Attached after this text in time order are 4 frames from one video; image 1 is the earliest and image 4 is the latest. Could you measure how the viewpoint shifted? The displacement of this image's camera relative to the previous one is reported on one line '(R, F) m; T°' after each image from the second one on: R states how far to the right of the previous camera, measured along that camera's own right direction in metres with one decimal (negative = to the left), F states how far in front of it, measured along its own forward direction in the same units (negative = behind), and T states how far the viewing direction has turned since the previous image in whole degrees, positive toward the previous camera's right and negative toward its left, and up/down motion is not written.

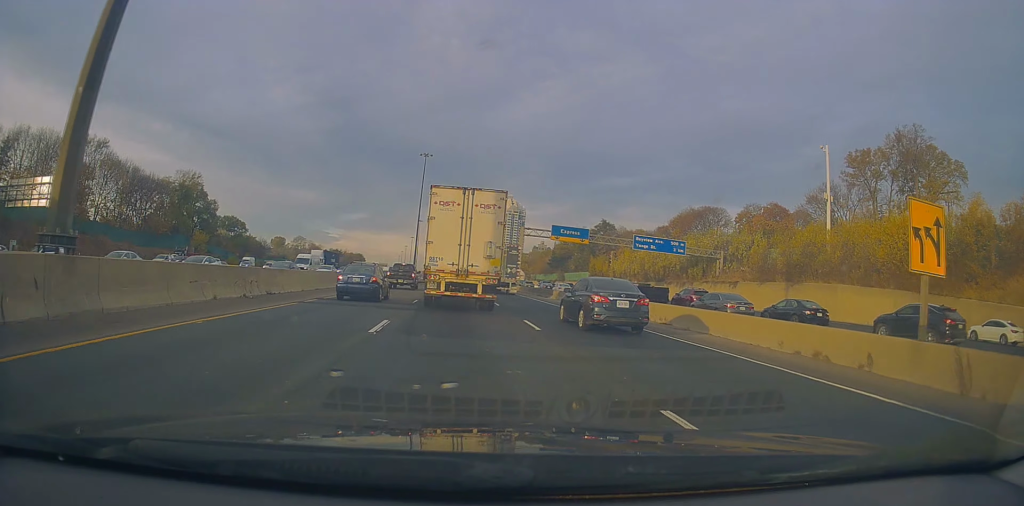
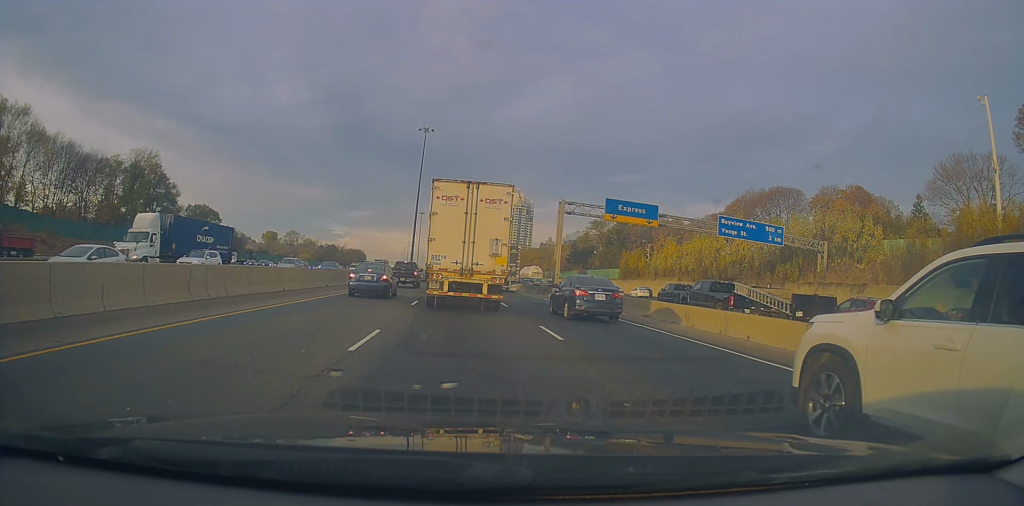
(-0.8, +26.7) m; -4°
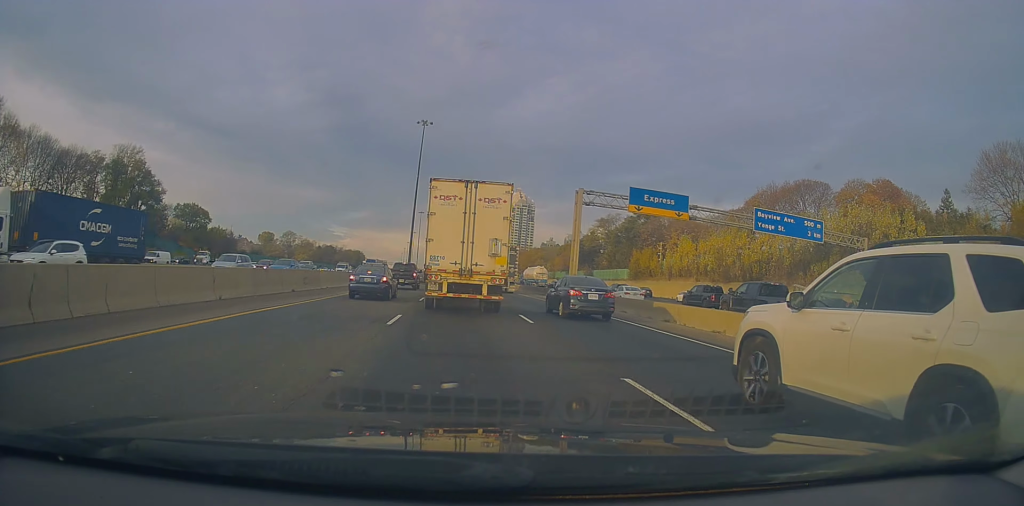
(0.0, +7.9) m; 0°
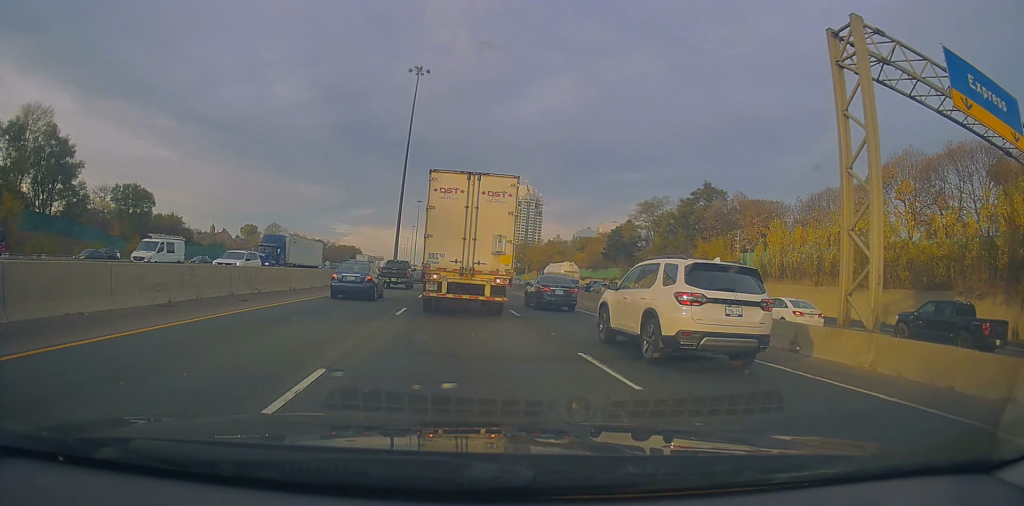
(+0.6, +35.0) m; 0°
